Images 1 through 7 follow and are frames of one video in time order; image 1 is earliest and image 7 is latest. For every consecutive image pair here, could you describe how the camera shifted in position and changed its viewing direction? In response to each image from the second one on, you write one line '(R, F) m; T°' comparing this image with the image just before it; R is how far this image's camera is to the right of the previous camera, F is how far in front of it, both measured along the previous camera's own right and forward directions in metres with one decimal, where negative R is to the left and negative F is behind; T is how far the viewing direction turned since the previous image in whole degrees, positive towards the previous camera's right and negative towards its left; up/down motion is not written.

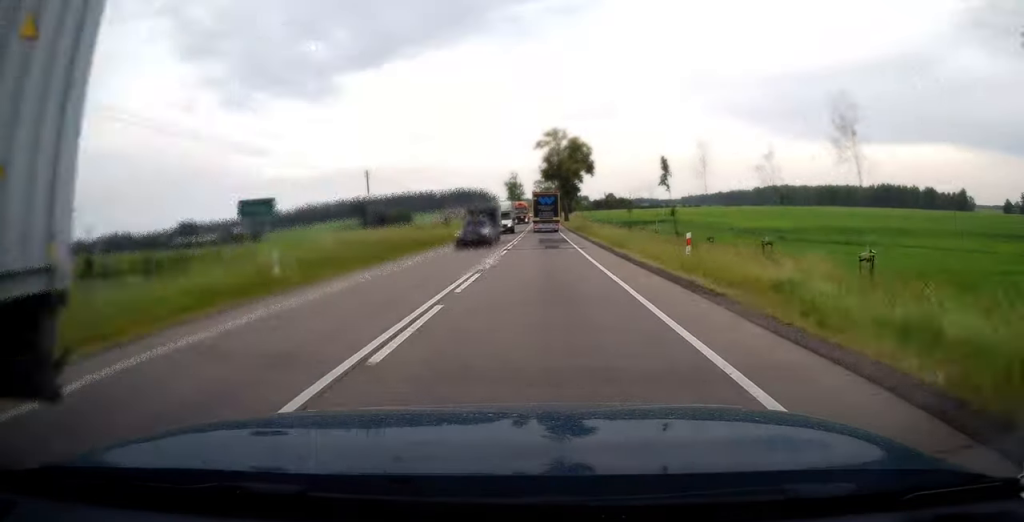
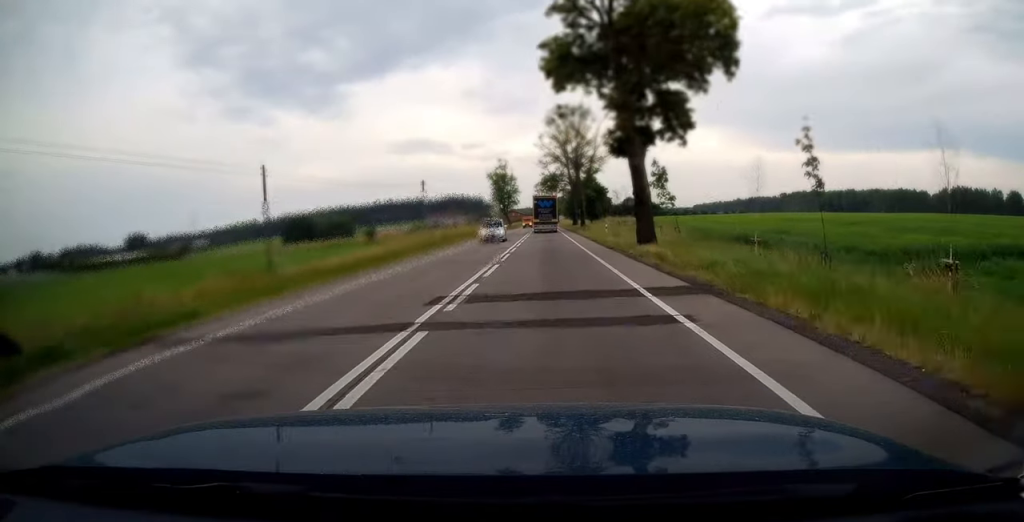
(-0.7, +75.0) m; 0°
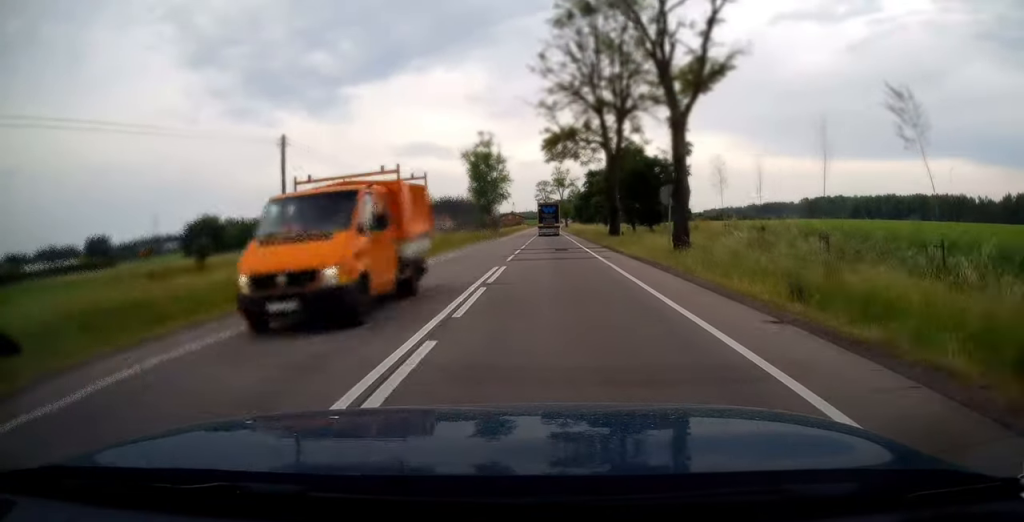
(-0.2, +50.1) m; 0°
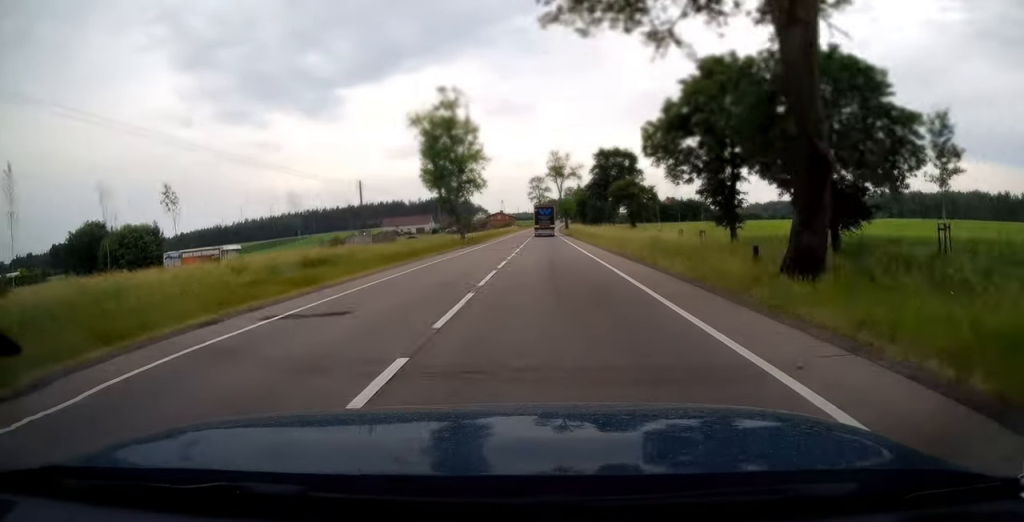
(0.0, +33.2) m; 0°
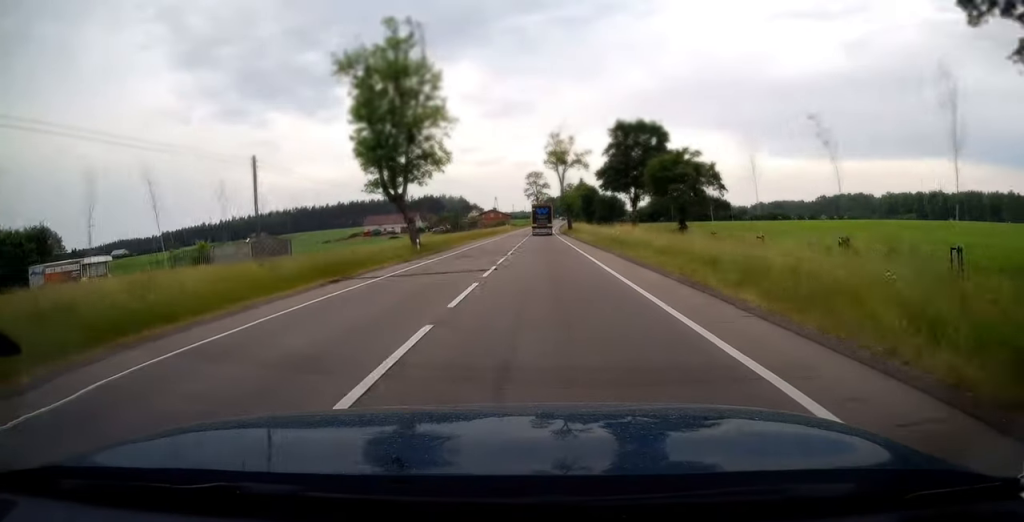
(+0.1, +21.6) m; 0°
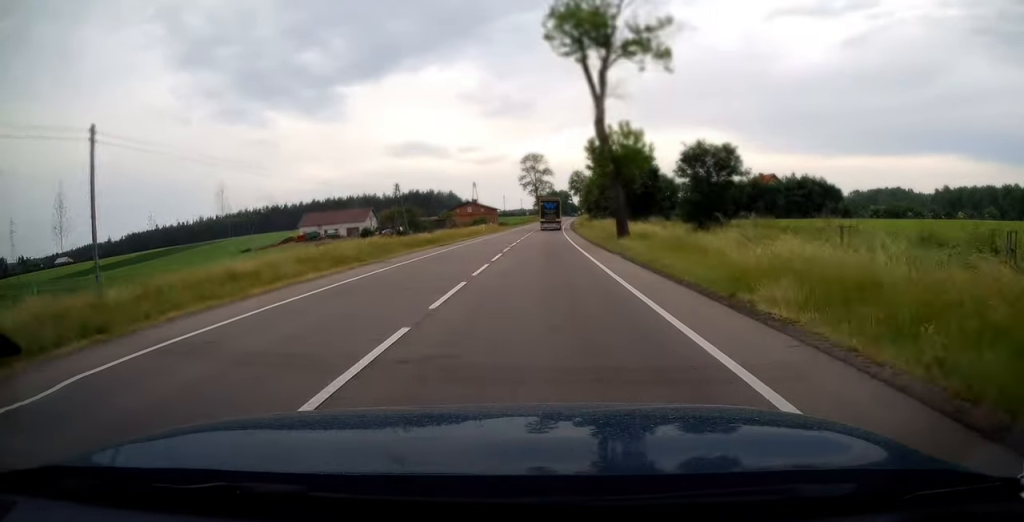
(-0.2, +59.7) m; 0°
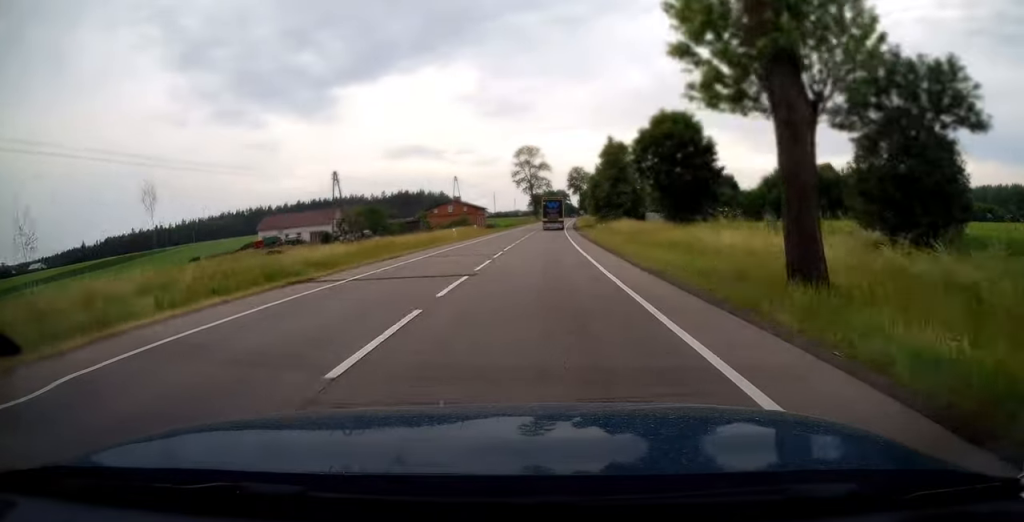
(-0.2, +22.1) m; 0°
